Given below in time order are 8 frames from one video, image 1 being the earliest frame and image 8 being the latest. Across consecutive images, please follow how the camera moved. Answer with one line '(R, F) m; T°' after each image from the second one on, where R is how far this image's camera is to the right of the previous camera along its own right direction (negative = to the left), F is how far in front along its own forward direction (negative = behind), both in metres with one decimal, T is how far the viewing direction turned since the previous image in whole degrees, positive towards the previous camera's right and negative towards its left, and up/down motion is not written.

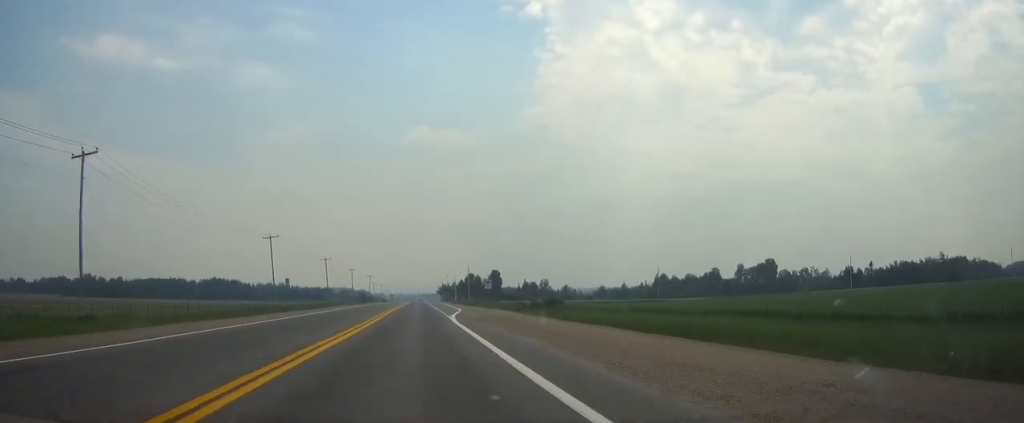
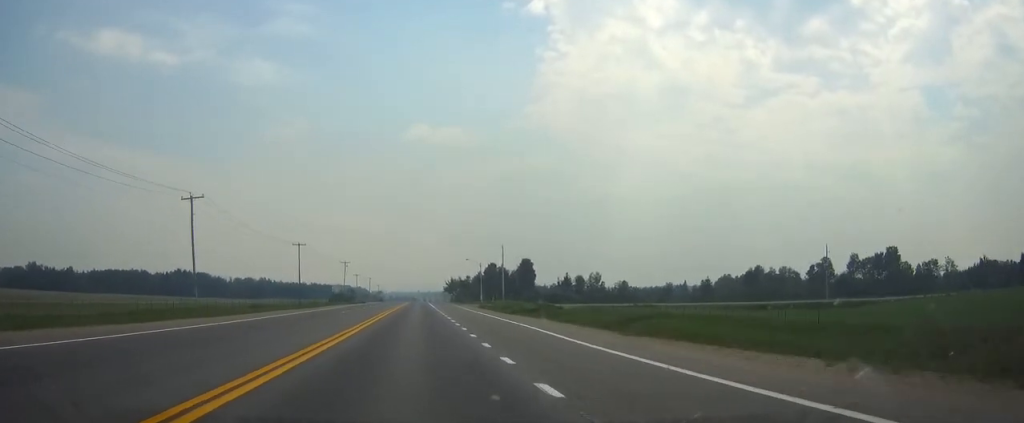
(0.0, +91.1) m; 0°
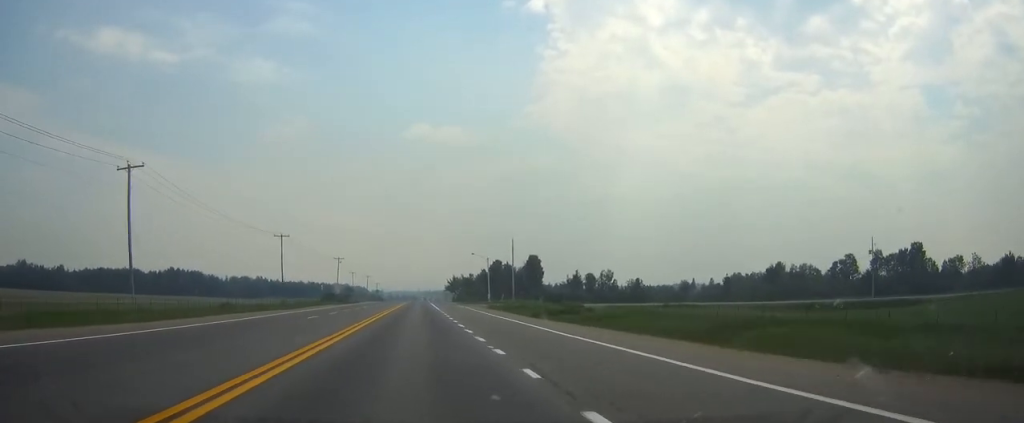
(0.0, +14.4) m; 0°
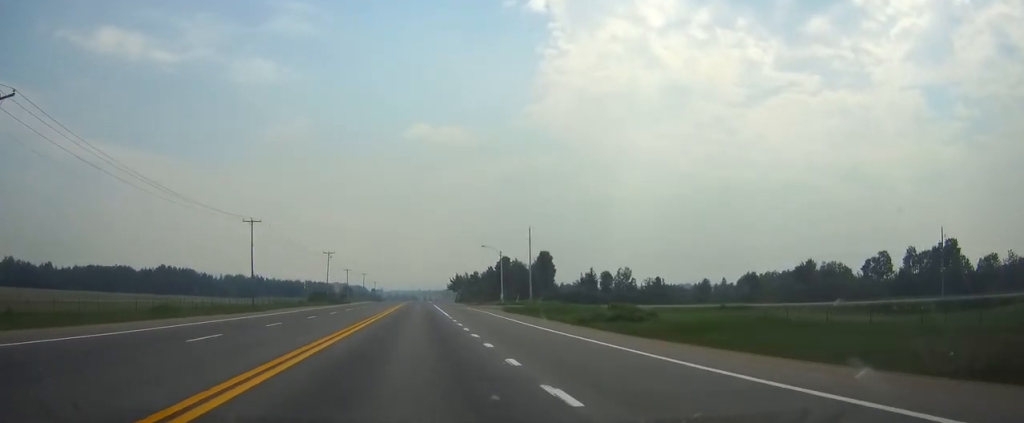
(0.0, +18.2) m; 0°
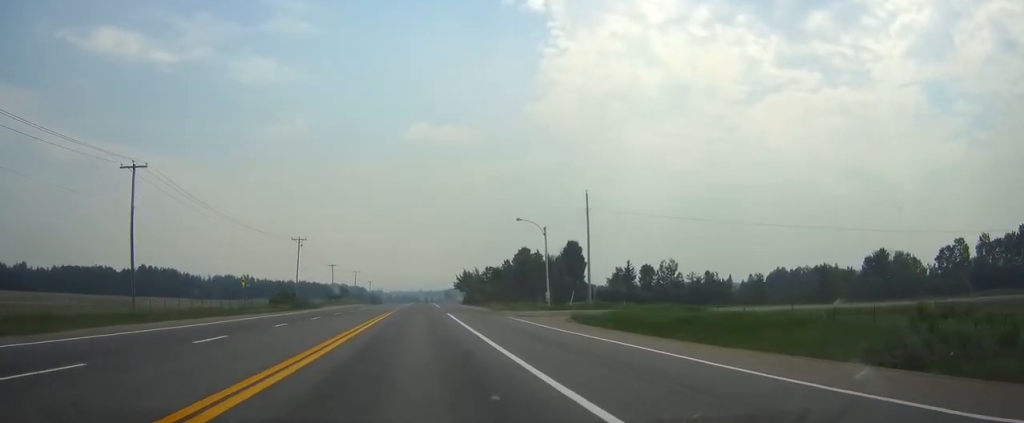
(0.0, +35.4) m; 0°
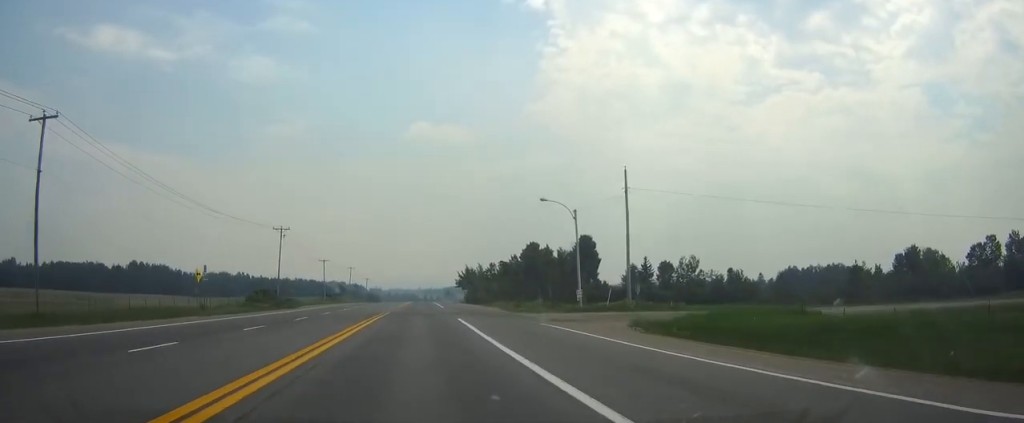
(0.0, +13.4) m; 0°
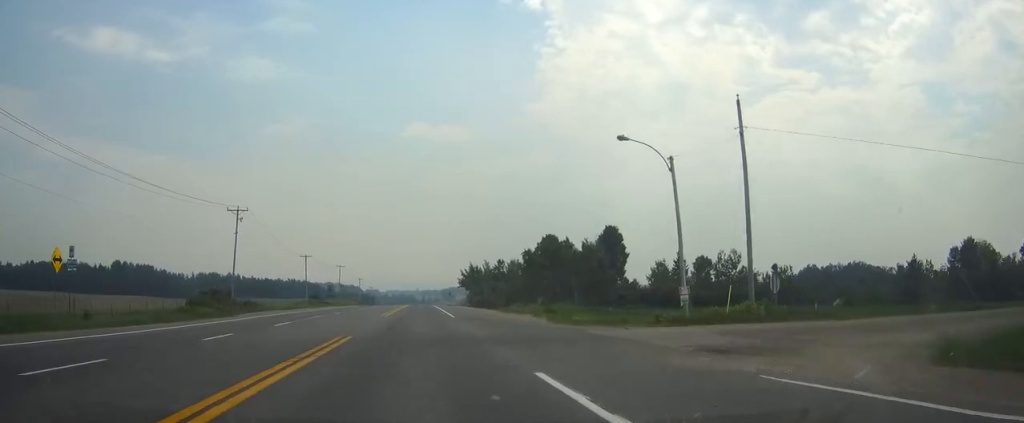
(0.0, +22.0) m; 0°
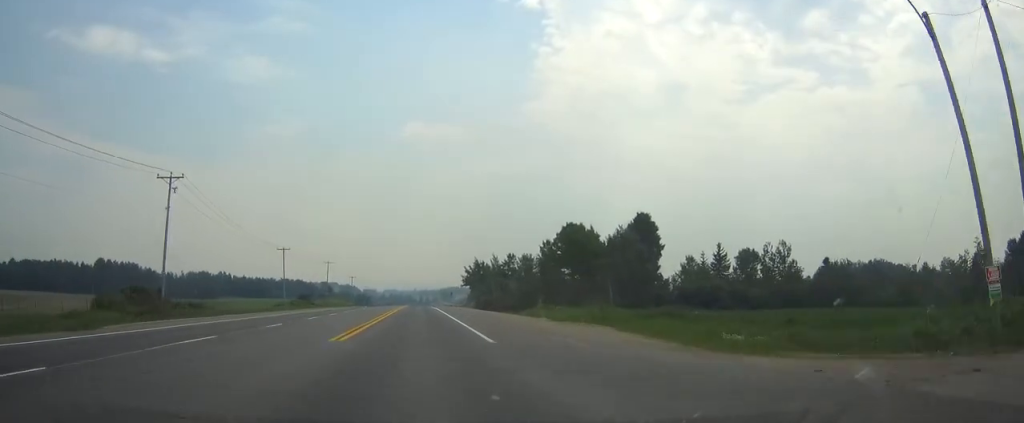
(0.0, +20.0) m; 0°
